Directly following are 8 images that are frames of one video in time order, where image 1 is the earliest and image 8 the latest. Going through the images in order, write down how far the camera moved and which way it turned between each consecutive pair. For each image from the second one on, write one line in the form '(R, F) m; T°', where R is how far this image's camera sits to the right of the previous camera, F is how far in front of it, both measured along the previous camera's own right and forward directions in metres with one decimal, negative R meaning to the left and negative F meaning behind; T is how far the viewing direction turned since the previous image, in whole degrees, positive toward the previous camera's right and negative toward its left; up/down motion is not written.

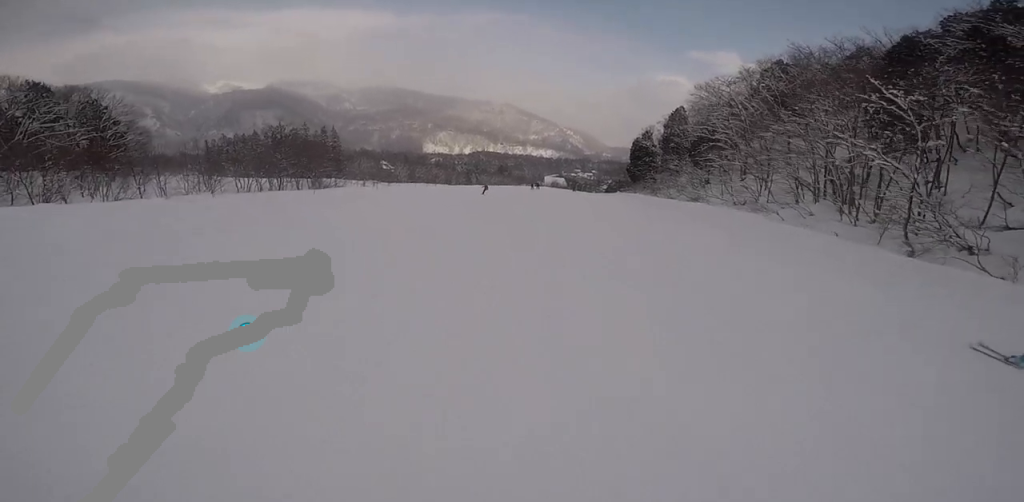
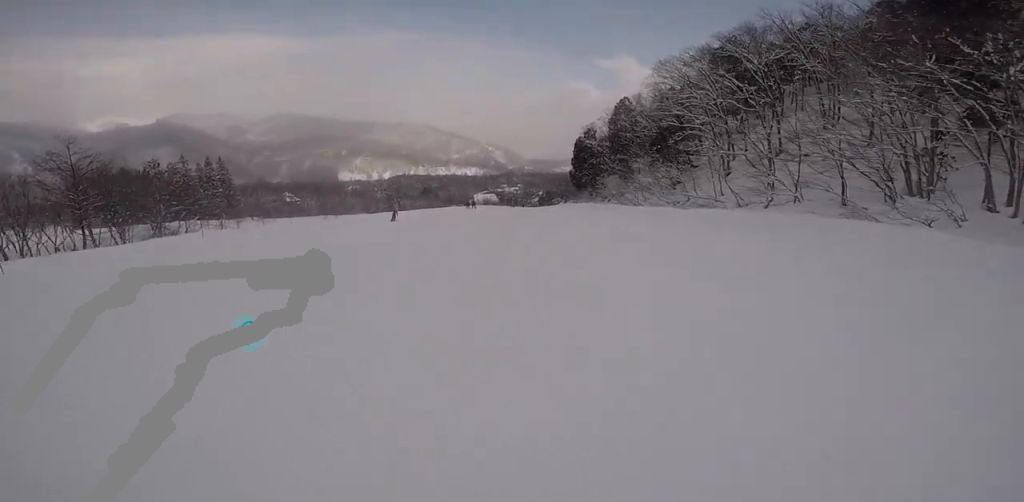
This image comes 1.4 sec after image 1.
(+1.4, +14.8) m; +8°
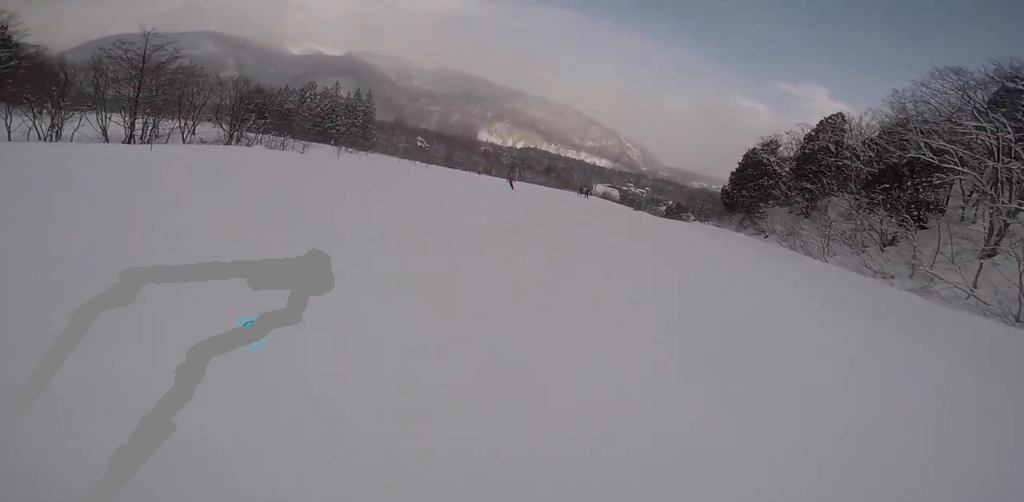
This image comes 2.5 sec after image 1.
(-0.4, +11.5) m; -5°
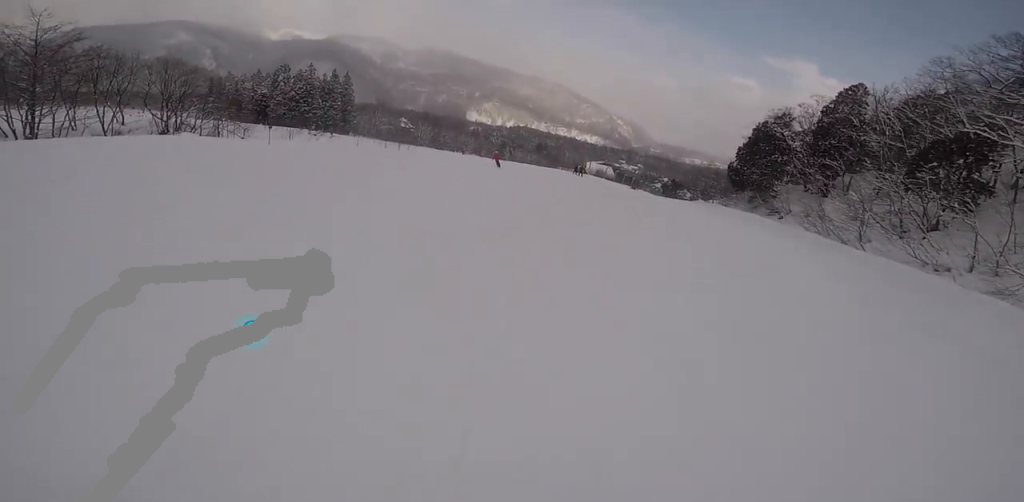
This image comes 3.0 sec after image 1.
(-0.2, +5.1) m; -4°
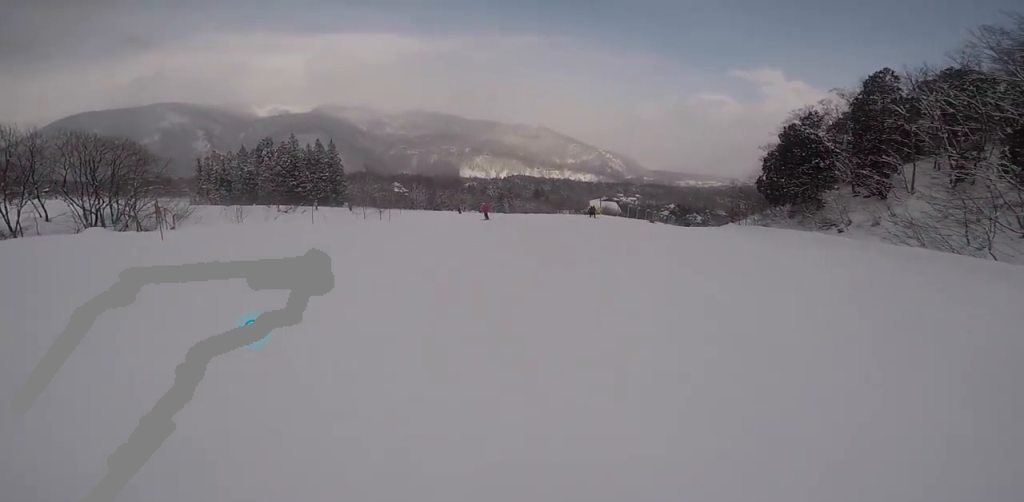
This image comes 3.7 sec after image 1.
(-0.4, +7.5) m; -3°
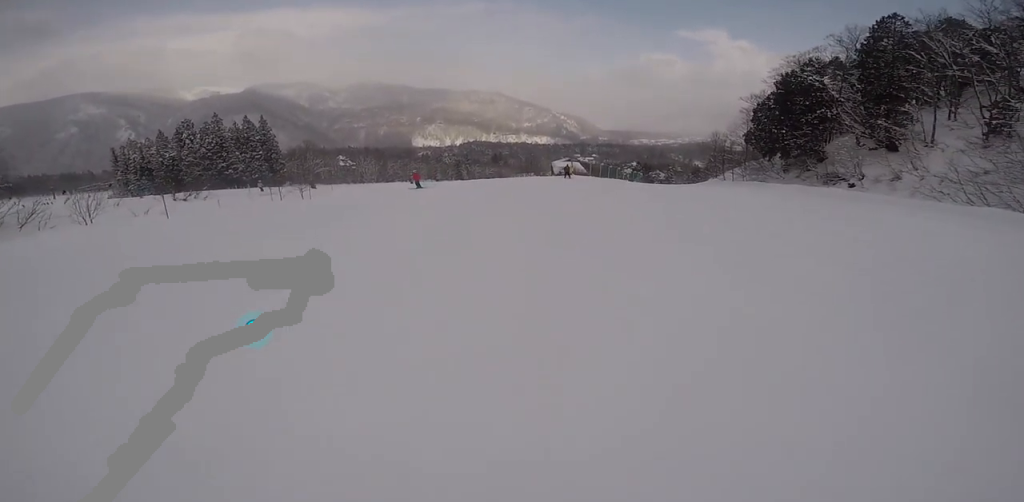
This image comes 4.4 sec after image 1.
(-0.4, +6.8) m; 0°
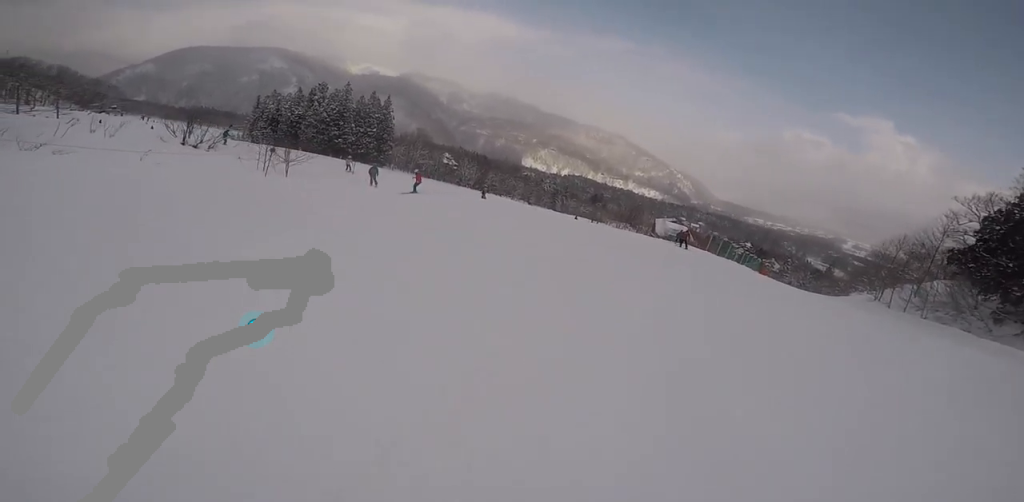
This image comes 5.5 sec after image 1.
(+0.4, +10.8) m; -2°
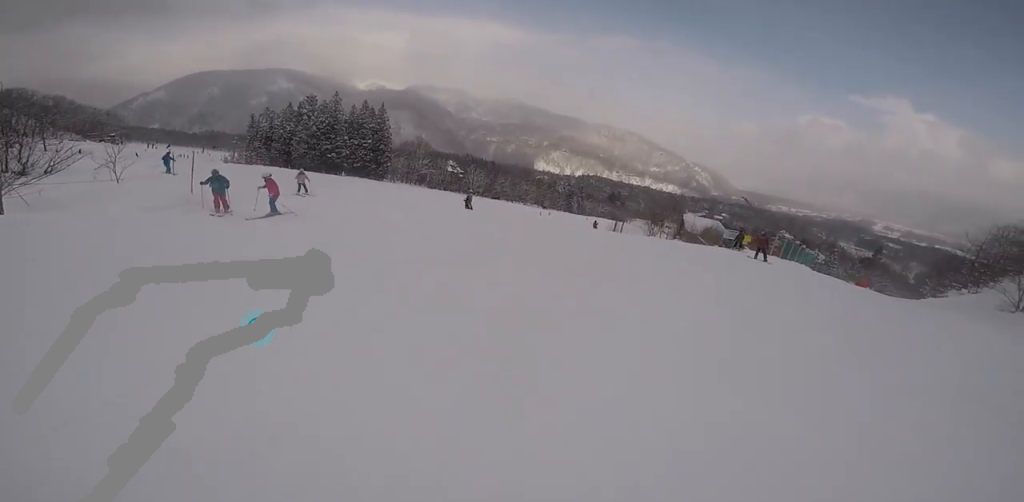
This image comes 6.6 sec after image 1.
(-0.8, +10.5) m; -5°
